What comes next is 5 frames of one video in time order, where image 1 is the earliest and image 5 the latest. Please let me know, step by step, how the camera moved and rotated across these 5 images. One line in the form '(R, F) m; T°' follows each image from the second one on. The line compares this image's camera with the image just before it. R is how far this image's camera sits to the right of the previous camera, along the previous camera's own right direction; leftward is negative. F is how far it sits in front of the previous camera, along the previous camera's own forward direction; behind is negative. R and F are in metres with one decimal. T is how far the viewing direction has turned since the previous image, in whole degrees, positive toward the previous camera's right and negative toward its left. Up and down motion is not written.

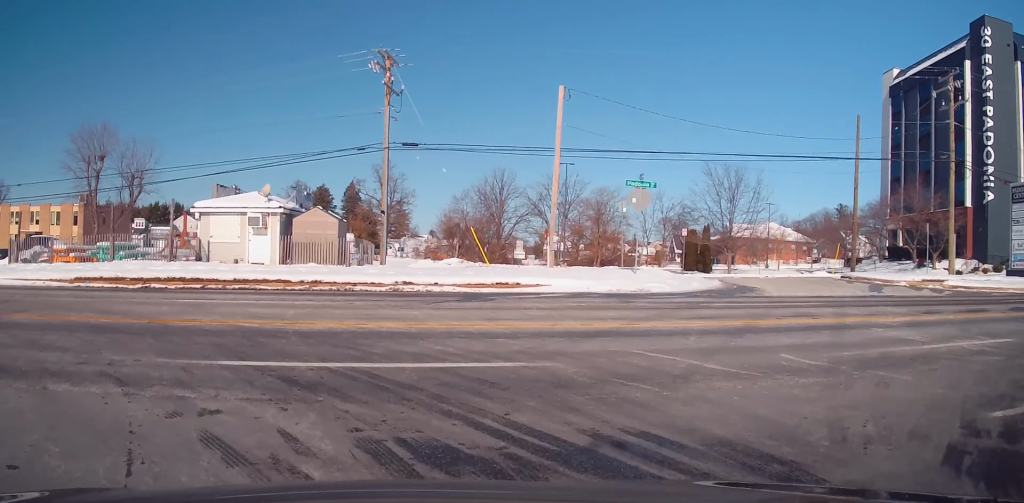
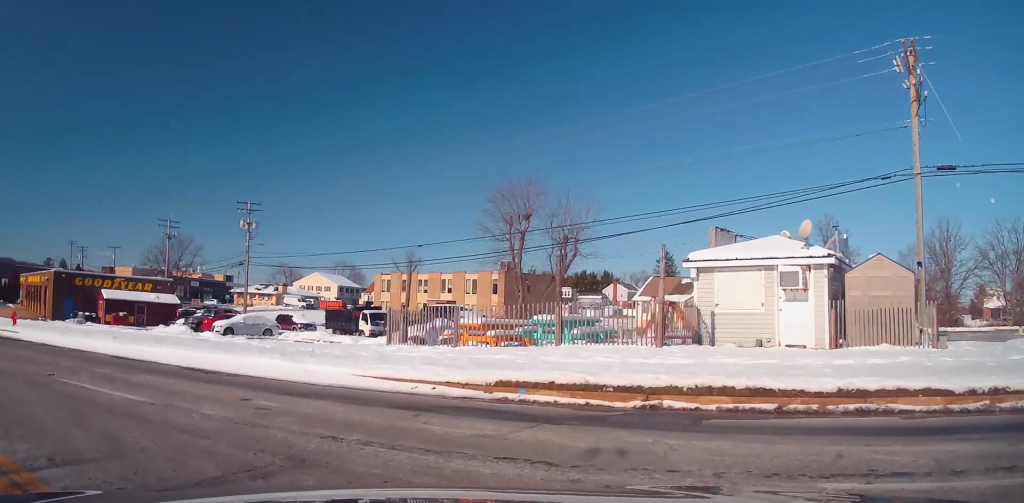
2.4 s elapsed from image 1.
(-2.8, +9.5) m; -35°
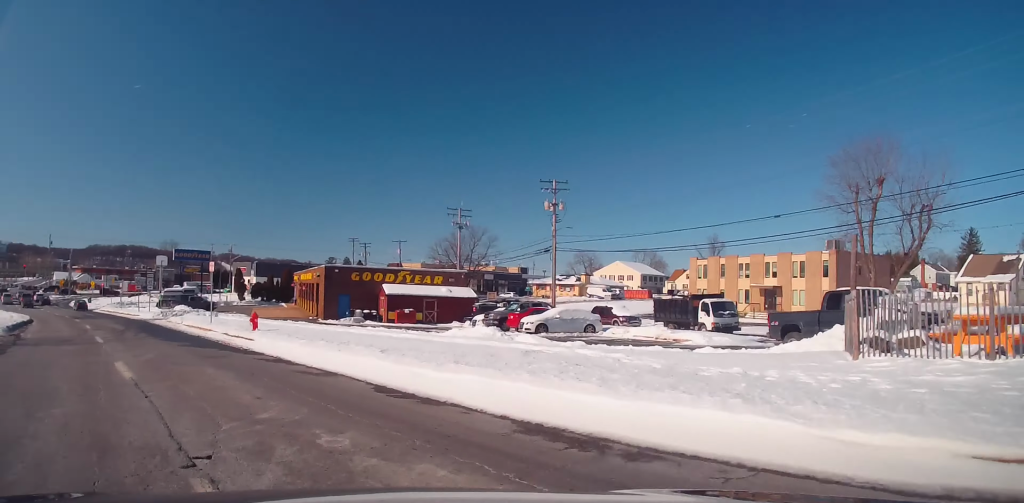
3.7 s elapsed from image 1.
(-1.4, +7.3) m; -12°
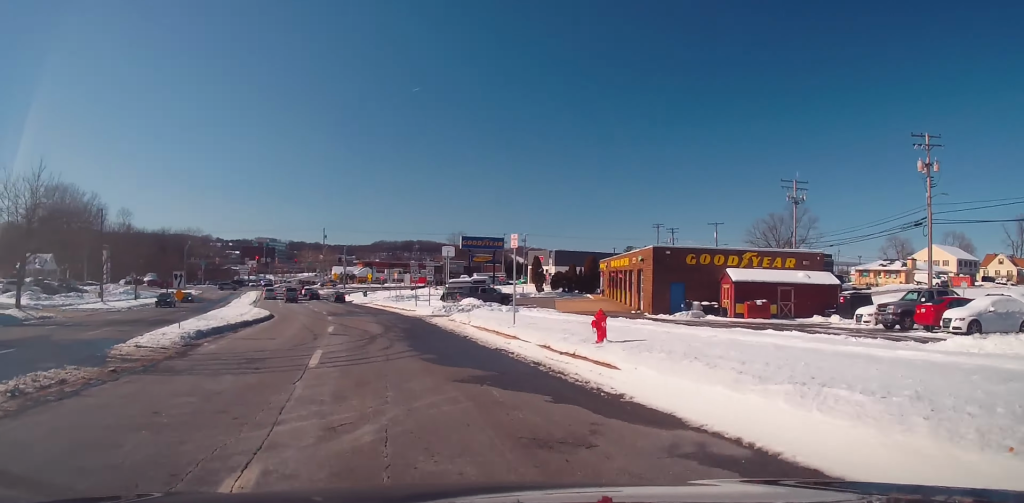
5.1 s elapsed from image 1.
(-1.1, +9.6) m; -10°
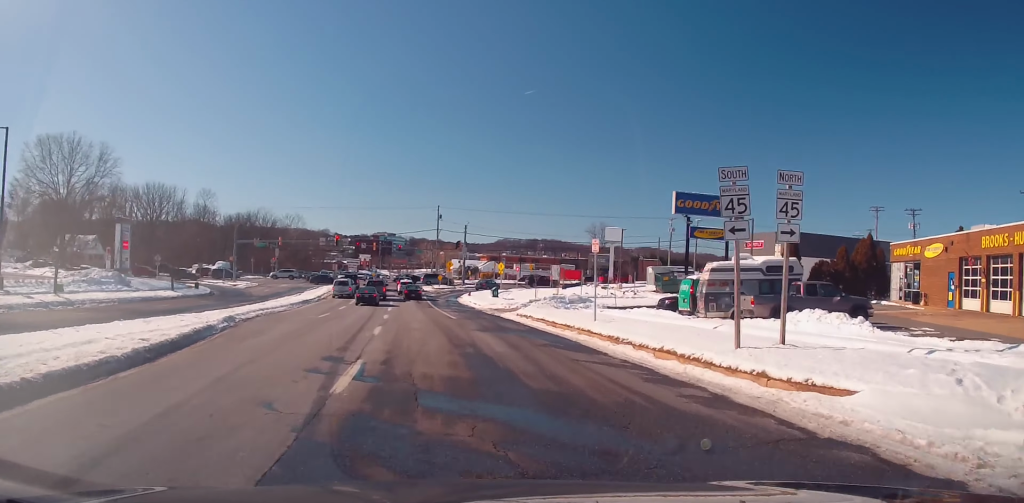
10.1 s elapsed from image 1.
(-4.6, +37.6) m; -12°
